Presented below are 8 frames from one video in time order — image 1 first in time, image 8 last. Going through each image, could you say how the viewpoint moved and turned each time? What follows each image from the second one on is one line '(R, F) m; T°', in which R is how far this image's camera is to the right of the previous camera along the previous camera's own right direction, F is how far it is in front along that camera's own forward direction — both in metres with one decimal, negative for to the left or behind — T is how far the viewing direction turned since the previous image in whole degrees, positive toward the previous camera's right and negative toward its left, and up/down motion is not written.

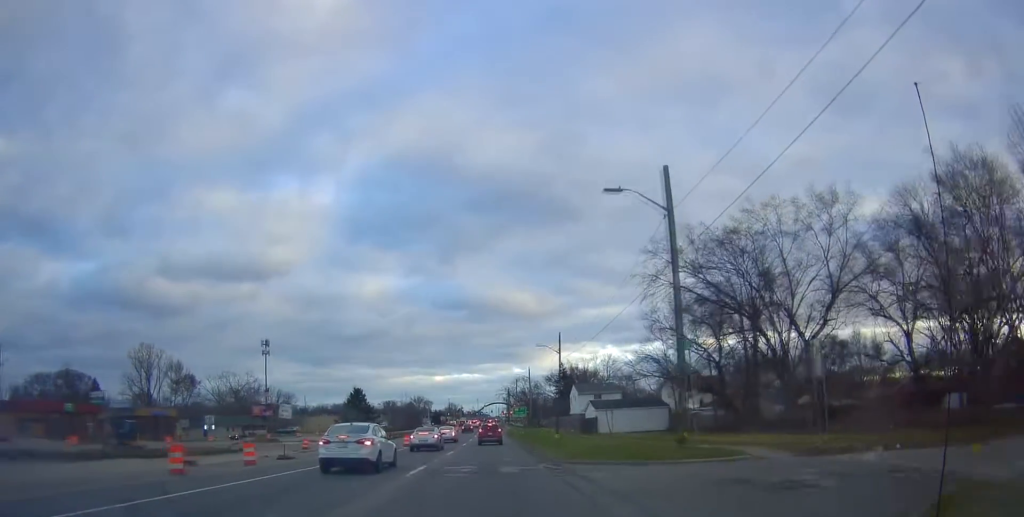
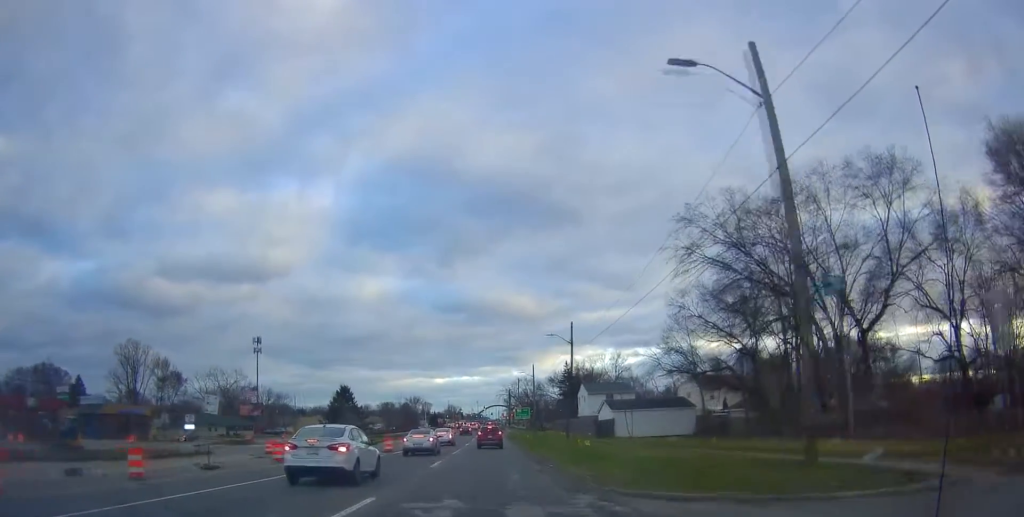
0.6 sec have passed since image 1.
(-0.1, +9.1) m; +1°
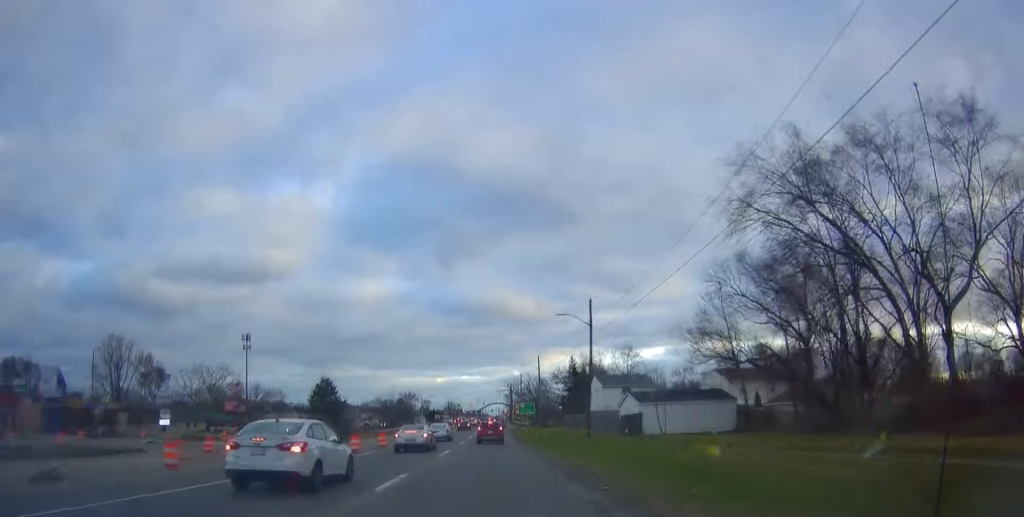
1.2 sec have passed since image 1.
(+0.4, +10.4) m; +2°
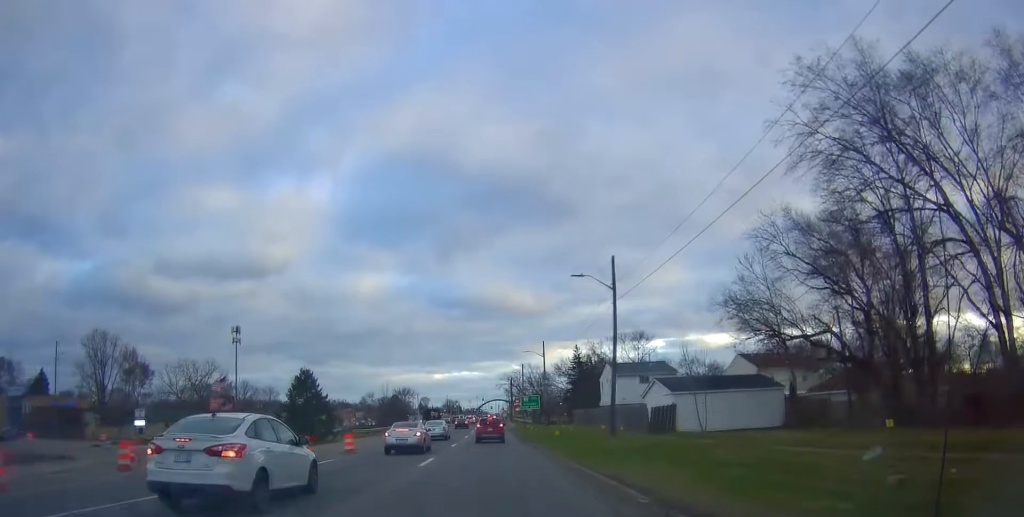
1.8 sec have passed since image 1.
(+0.1, +9.0) m; 0°
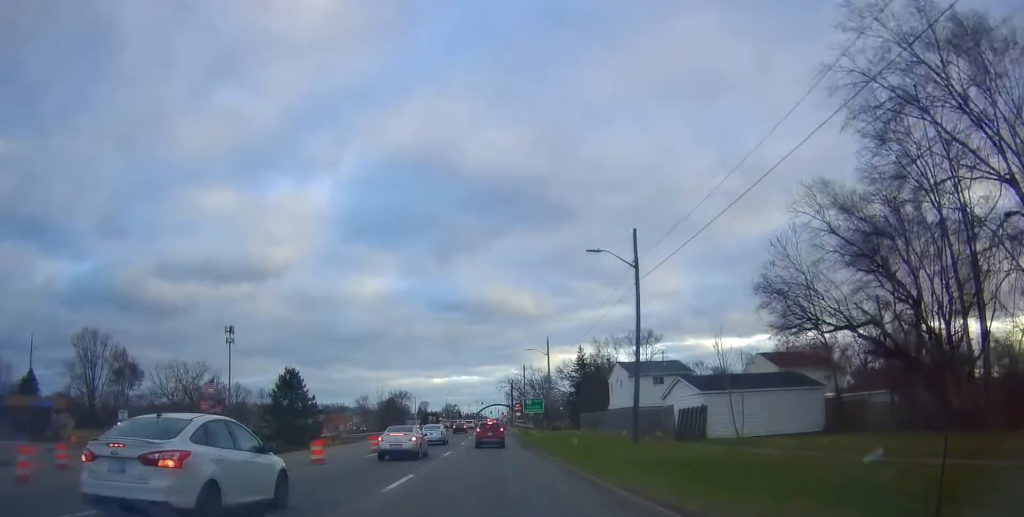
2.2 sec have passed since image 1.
(+0.1, +5.8) m; -1°
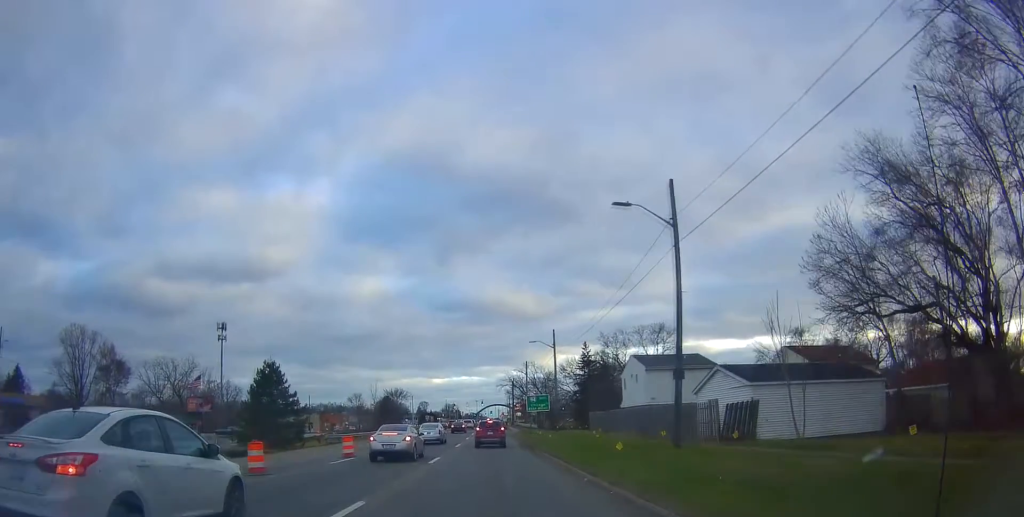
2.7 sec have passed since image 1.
(-0.1, +6.8) m; 0°
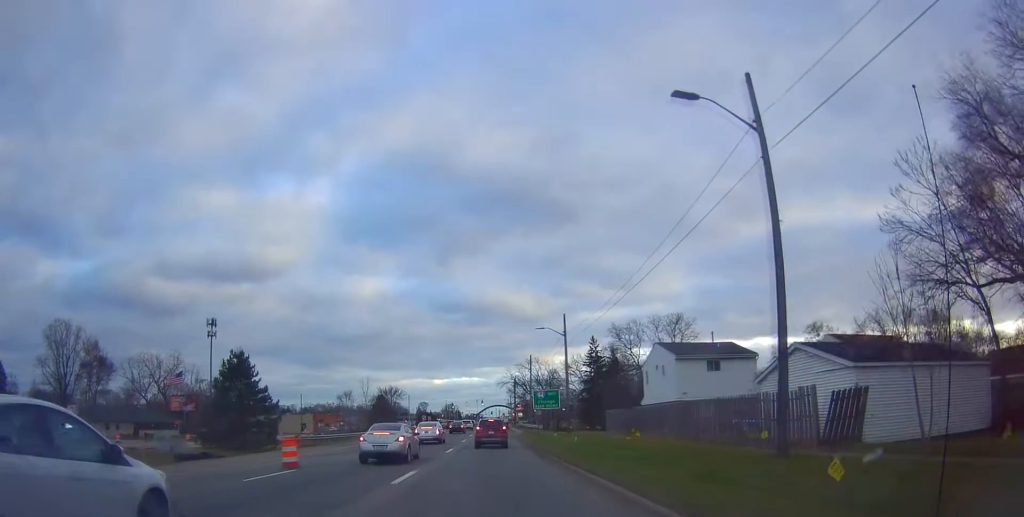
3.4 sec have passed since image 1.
(-0.3, +9.0) m; 0°
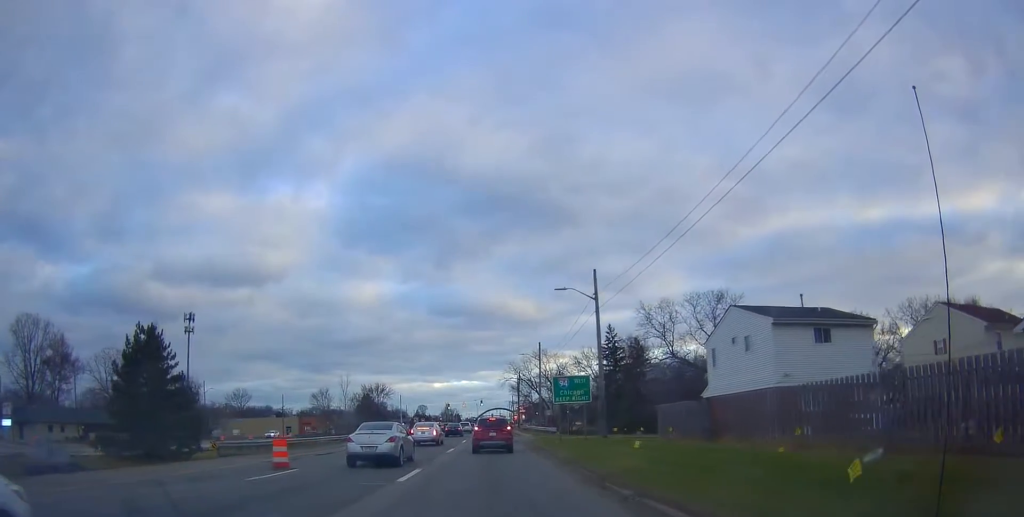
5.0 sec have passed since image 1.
(+0.5, +16.5) m; -1°
